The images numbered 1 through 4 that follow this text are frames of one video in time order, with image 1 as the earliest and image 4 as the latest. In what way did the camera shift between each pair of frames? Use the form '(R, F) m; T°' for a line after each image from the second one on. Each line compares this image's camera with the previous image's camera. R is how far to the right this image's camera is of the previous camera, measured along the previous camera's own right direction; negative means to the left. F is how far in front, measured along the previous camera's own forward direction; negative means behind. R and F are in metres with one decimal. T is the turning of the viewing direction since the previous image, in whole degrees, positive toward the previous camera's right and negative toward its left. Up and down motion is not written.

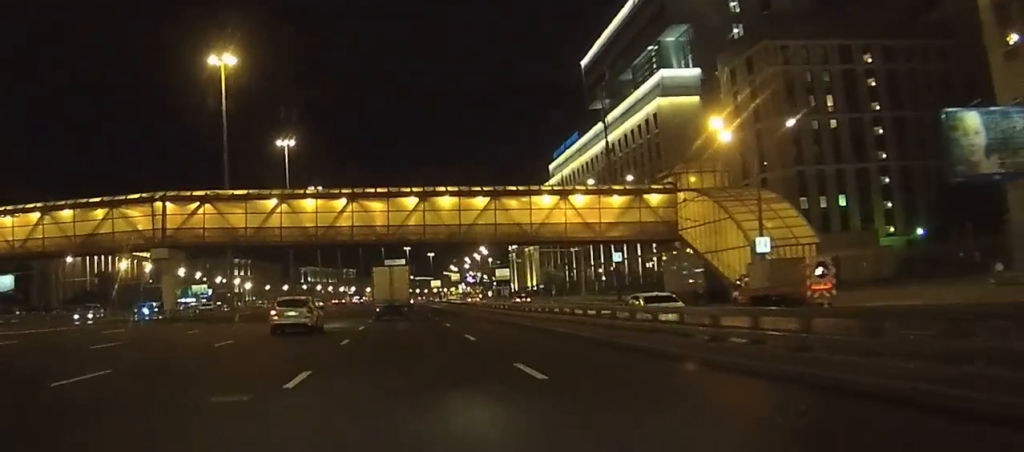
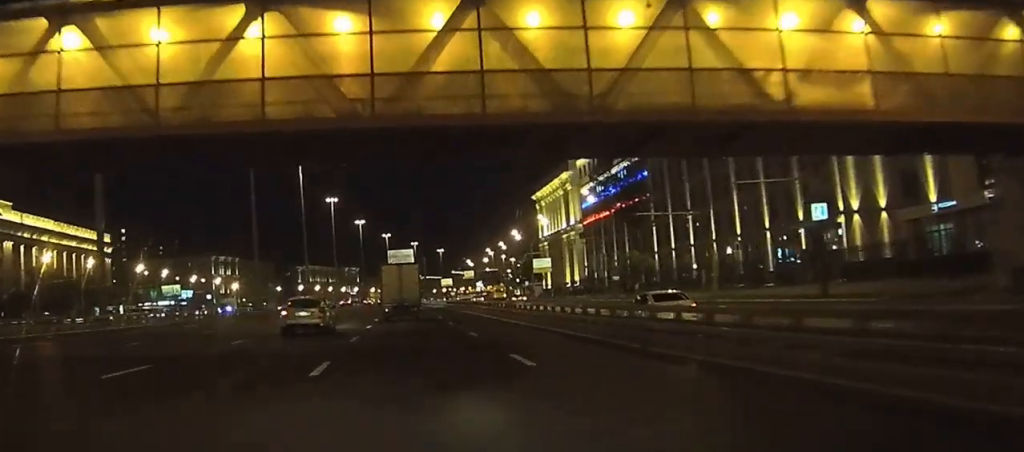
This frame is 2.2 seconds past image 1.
(+0.2, +45.9) m; +1°
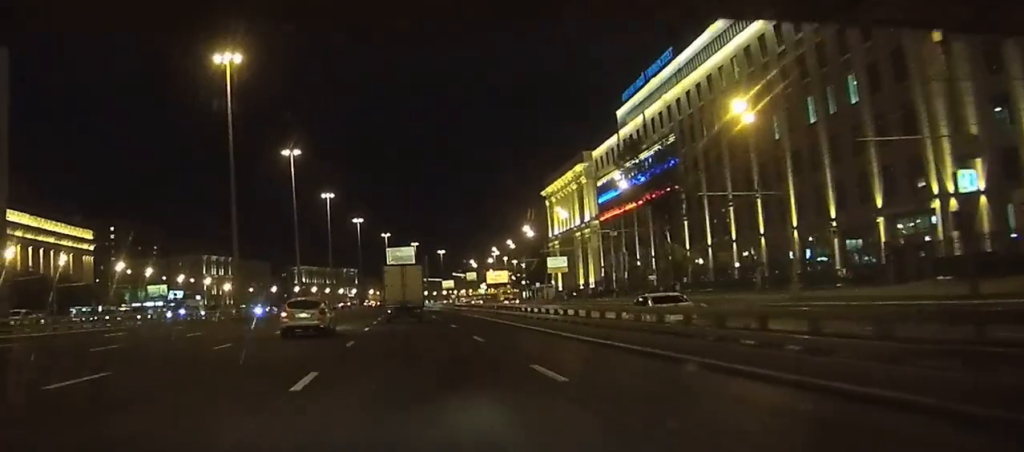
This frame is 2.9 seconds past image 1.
(+0.1, +14.3) m; 0°
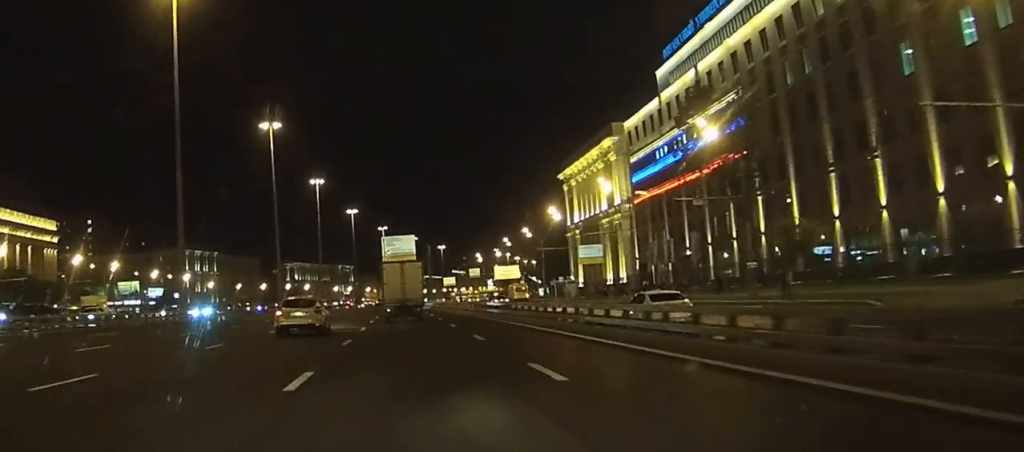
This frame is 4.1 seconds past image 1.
(-0.1, +24.3) m; -1°
